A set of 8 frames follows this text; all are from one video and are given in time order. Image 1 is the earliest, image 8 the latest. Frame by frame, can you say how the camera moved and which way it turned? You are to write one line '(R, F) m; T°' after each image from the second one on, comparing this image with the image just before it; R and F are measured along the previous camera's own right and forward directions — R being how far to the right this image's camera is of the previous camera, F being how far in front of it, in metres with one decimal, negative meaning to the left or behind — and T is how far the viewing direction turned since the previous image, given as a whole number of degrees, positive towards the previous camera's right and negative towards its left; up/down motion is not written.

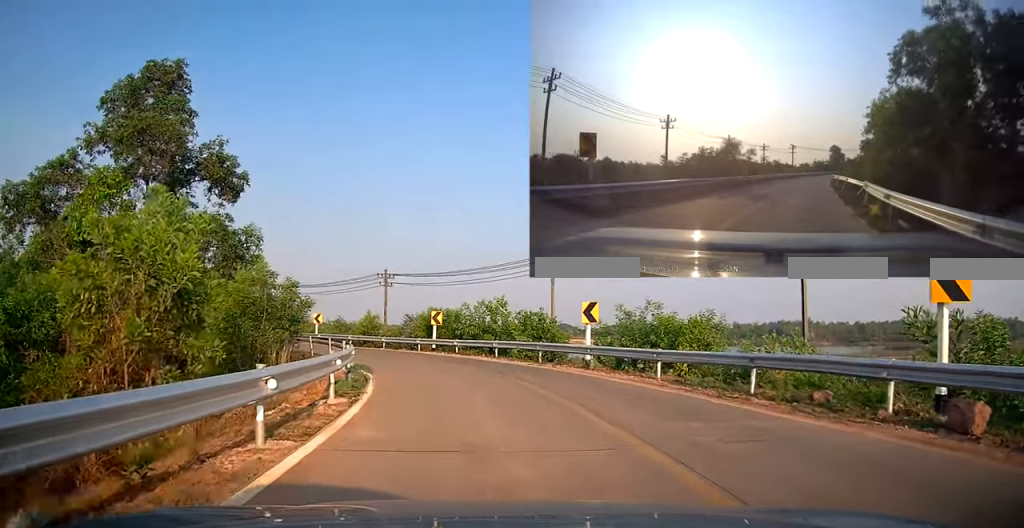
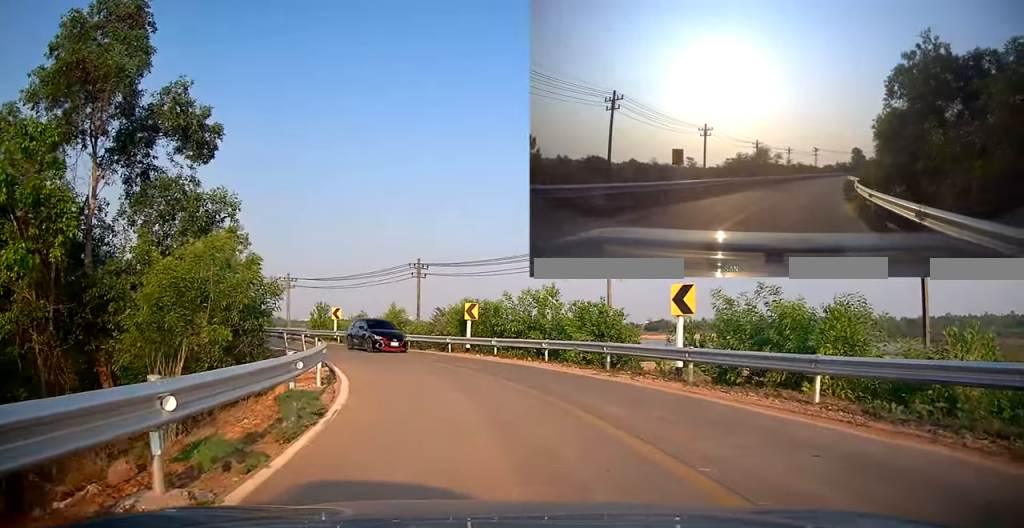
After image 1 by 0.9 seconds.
(-0.4, +6.0) m; -5°
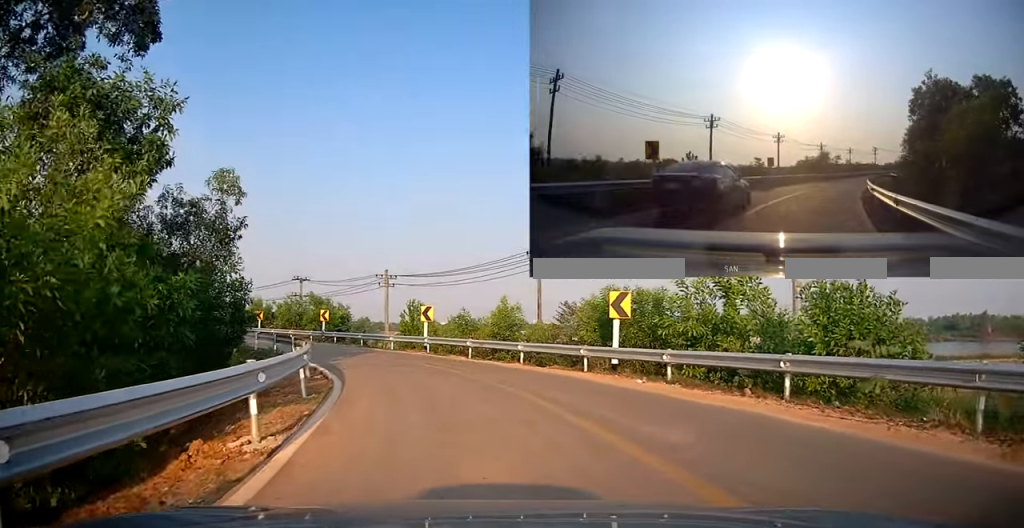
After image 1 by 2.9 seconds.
(-0.8, +9.9) m; -13°
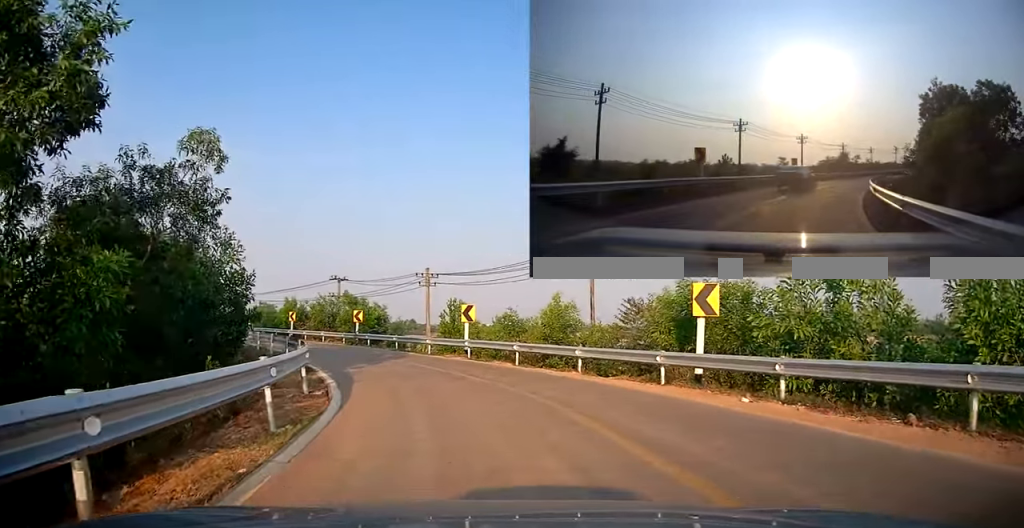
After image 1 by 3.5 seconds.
(-0.1, +3.2) m; -9°
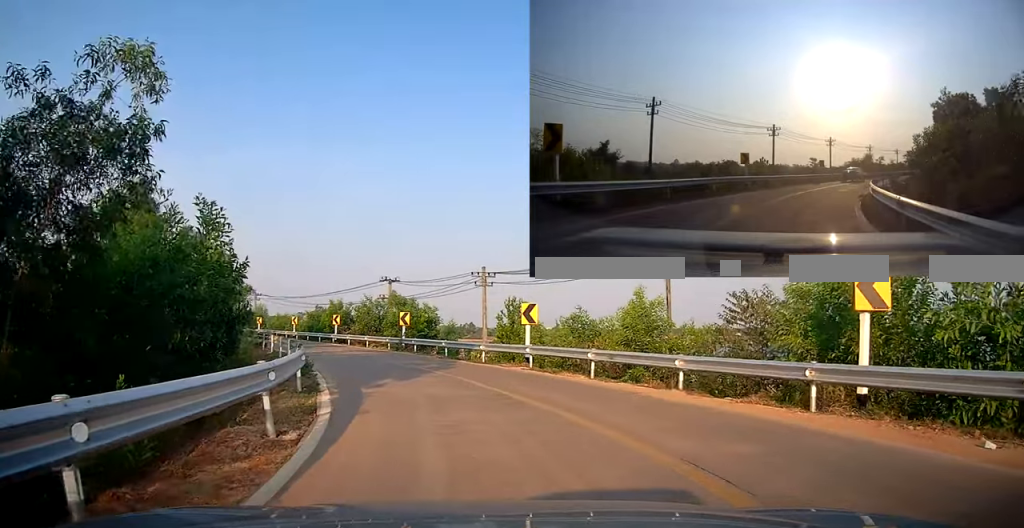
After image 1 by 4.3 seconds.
(-0.5, +4.1) m; -9°
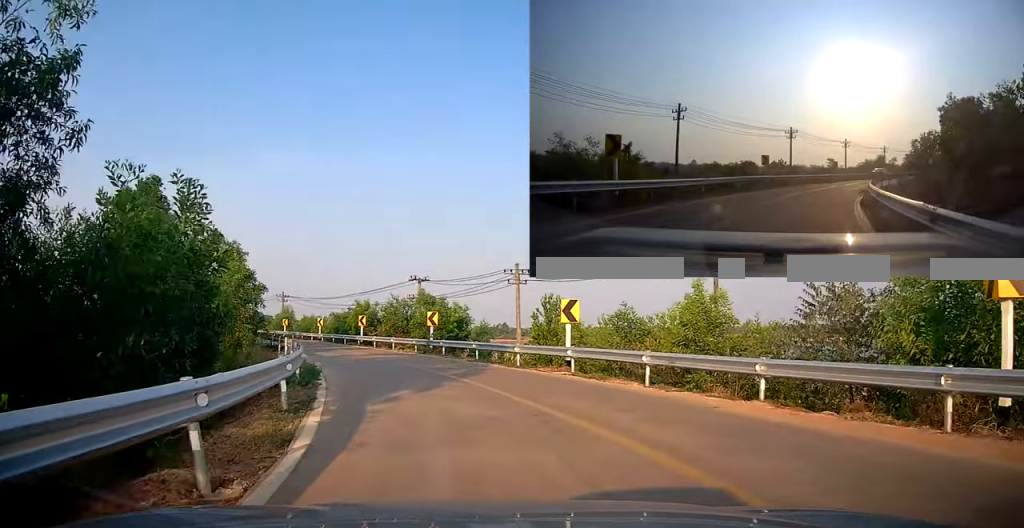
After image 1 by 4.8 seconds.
(-0.1, +2.3) m; -4°
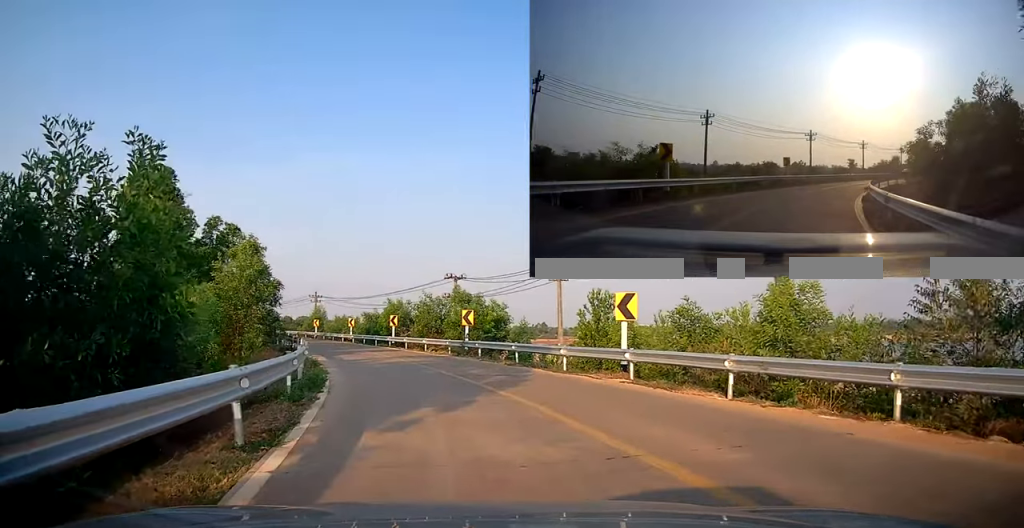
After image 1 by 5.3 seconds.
(-0.1, +2.9) m; -1°
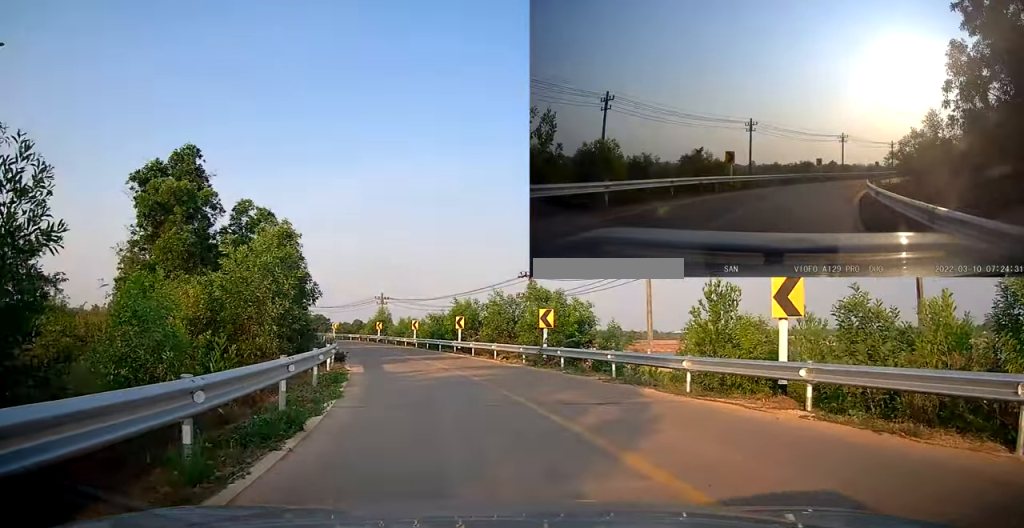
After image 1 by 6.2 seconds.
(-0.1, +5.6) m; -3°
